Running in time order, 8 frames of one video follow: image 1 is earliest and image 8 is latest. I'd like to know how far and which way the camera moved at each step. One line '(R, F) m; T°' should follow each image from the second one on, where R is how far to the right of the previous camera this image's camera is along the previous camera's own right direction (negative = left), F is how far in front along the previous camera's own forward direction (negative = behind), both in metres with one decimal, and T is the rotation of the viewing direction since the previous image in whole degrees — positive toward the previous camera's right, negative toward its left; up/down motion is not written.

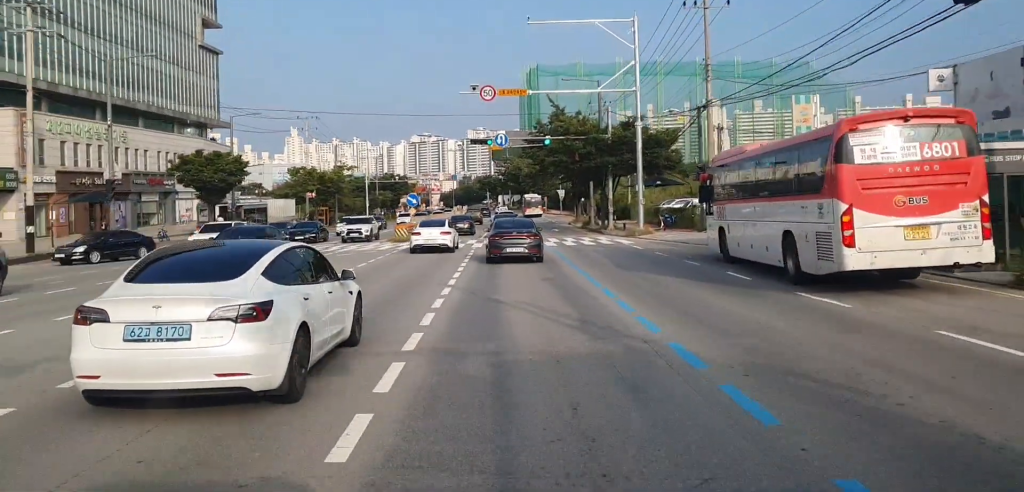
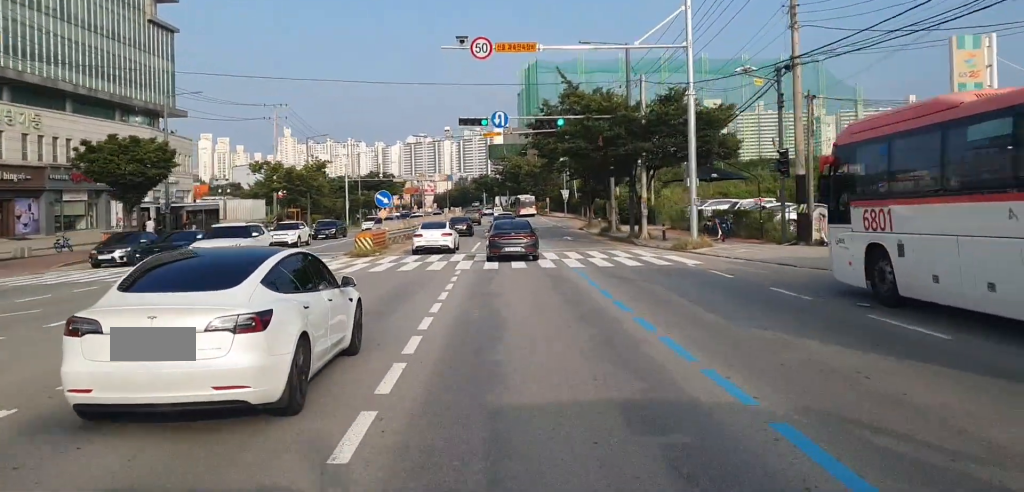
(-0.1, +12.3) m; -1°
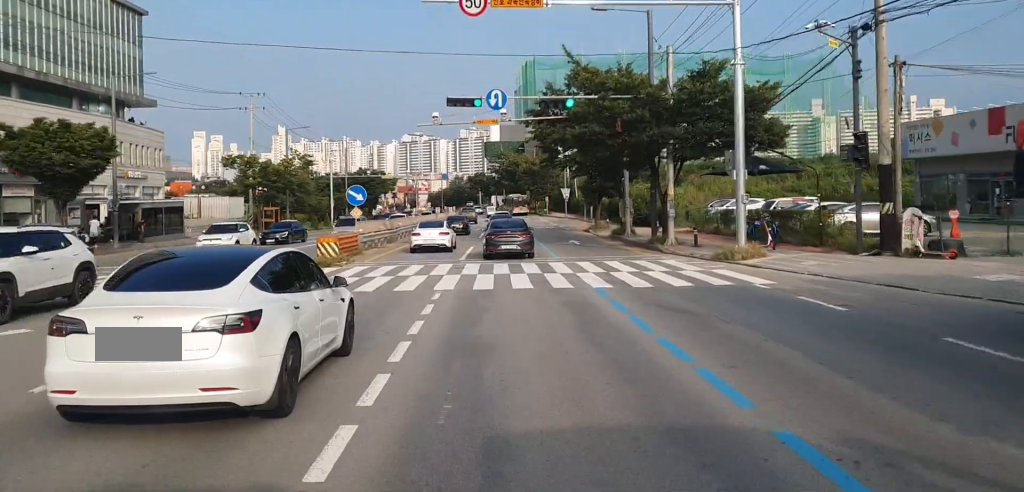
(-0.1, +6.7) m; 0°
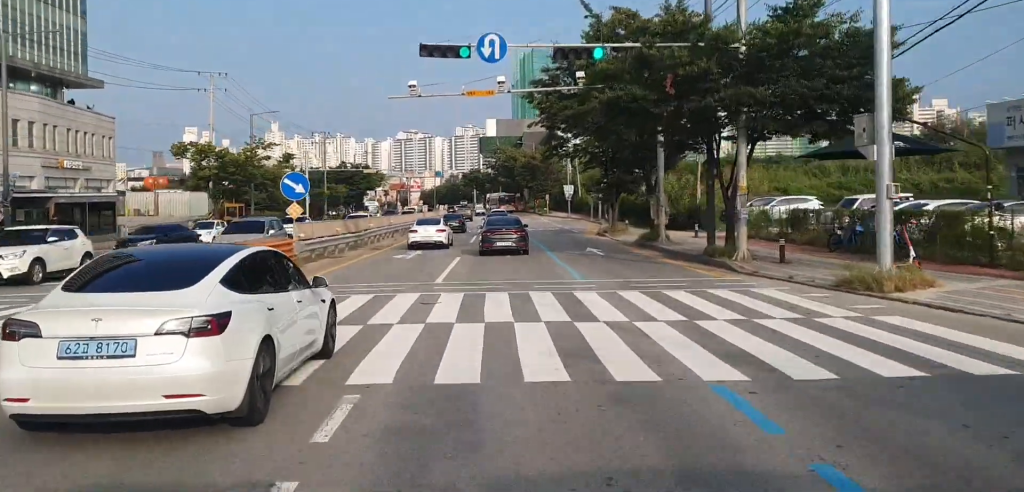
(+0.1, +9.7) m; +1°
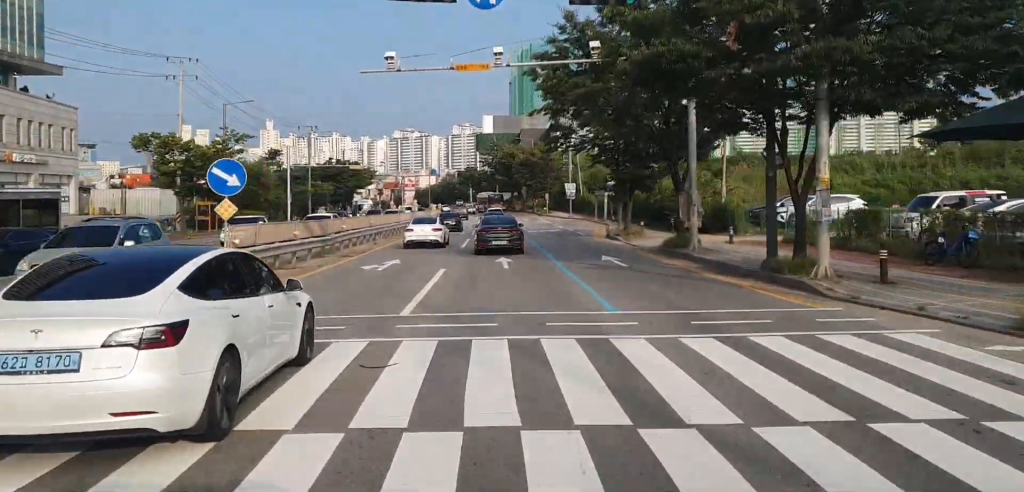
(0.0, +5.6) m; 0°
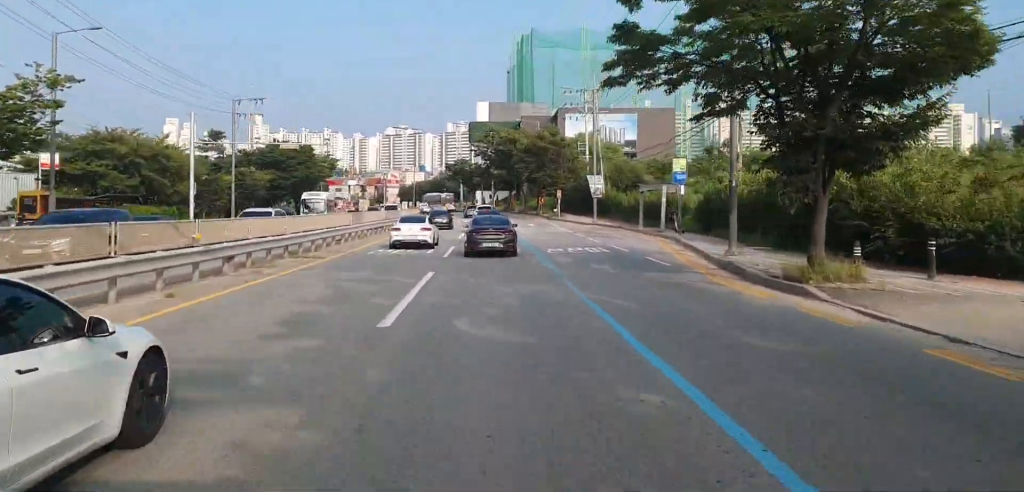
(0.0, +22.5) m; 0°
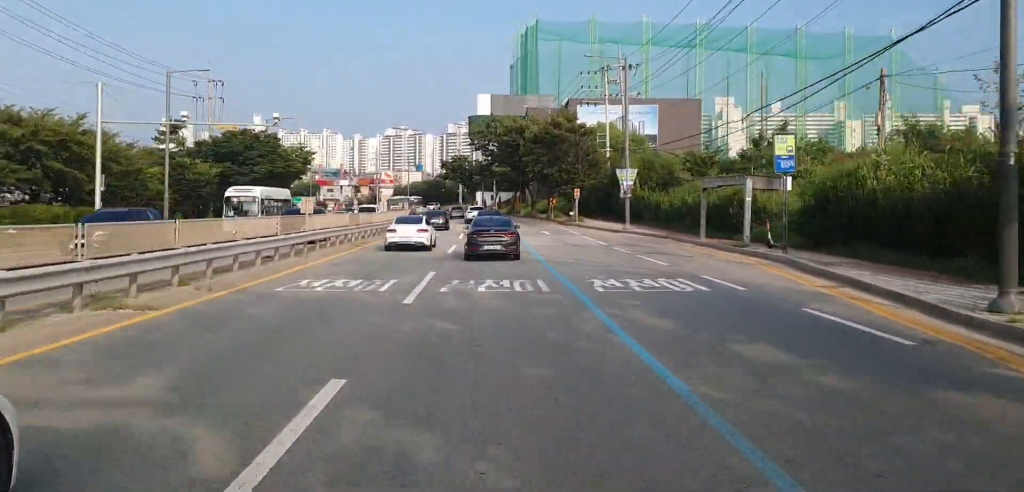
(0.0, +13.0) m; 0°
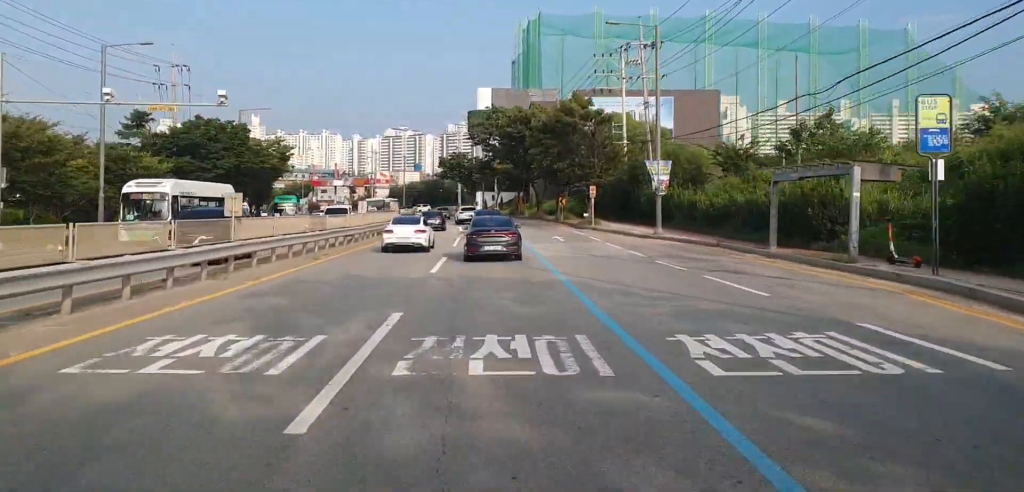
(0.0, +8.3) m; 0°
